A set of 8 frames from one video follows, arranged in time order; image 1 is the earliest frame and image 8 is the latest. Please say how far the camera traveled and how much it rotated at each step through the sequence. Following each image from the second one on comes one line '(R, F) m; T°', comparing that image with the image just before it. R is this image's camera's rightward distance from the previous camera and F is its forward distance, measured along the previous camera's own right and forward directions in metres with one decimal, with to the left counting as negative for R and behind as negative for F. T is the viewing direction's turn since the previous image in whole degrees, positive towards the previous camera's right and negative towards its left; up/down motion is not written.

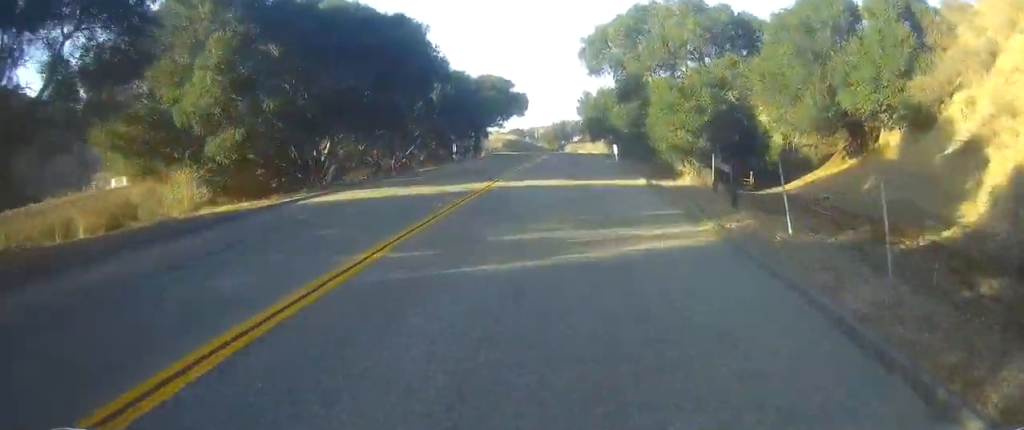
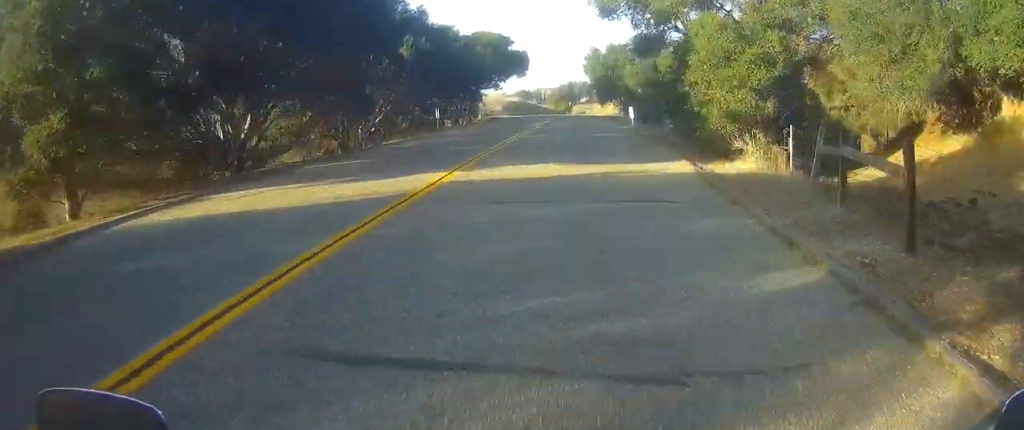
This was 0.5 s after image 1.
(0.0, +8.3) m; -1°
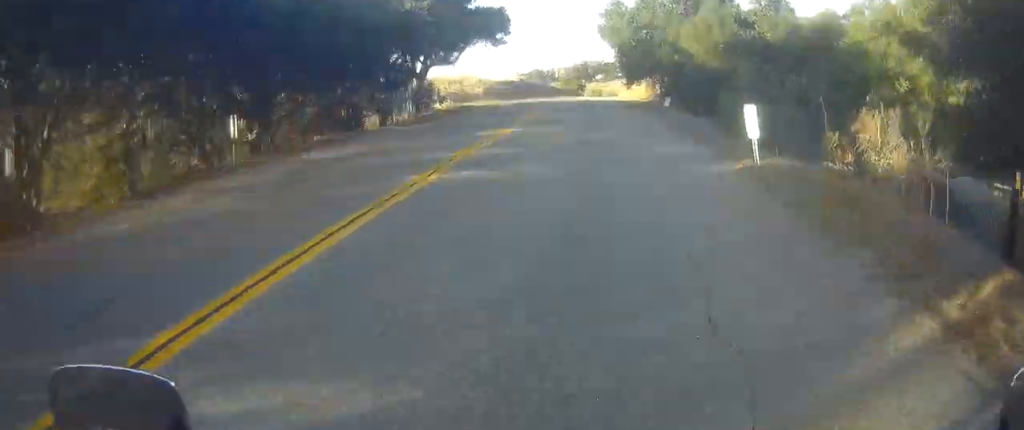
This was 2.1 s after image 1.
(-0.1, +27.6) m; 0°
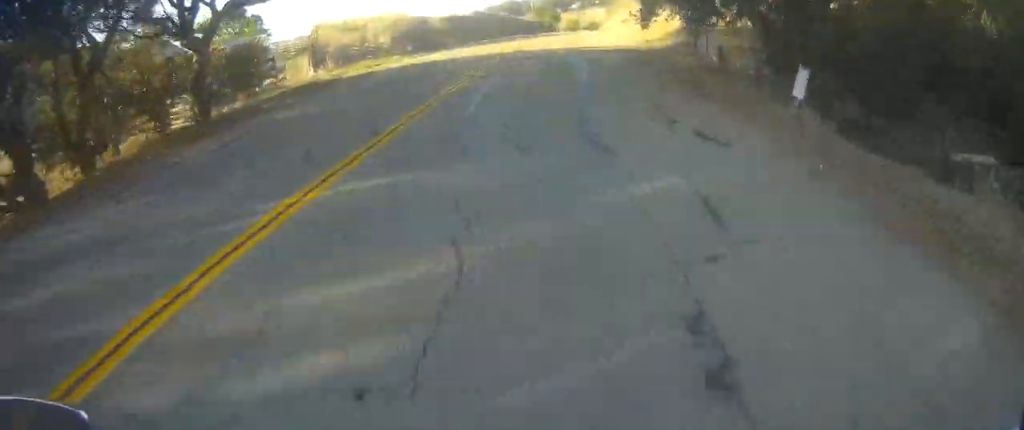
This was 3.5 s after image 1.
(-0.1, +24.7) m; -1°
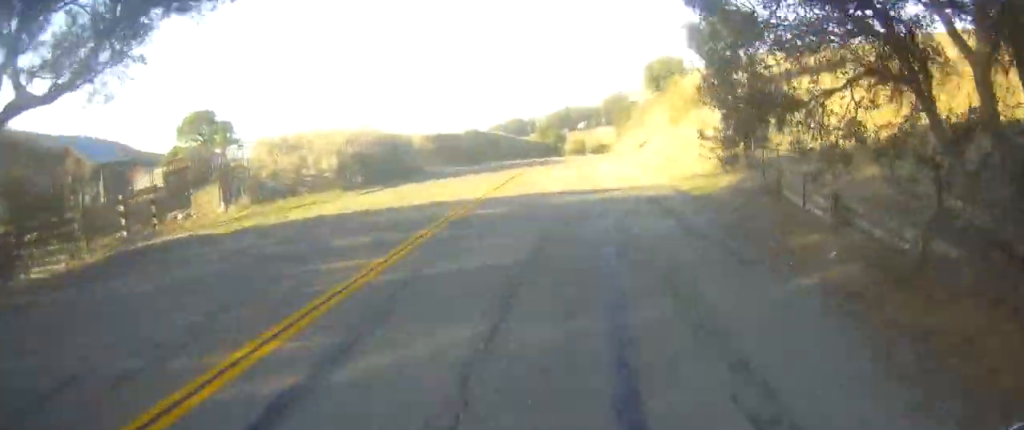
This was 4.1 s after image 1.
(0.0, +10.2) m; -1°
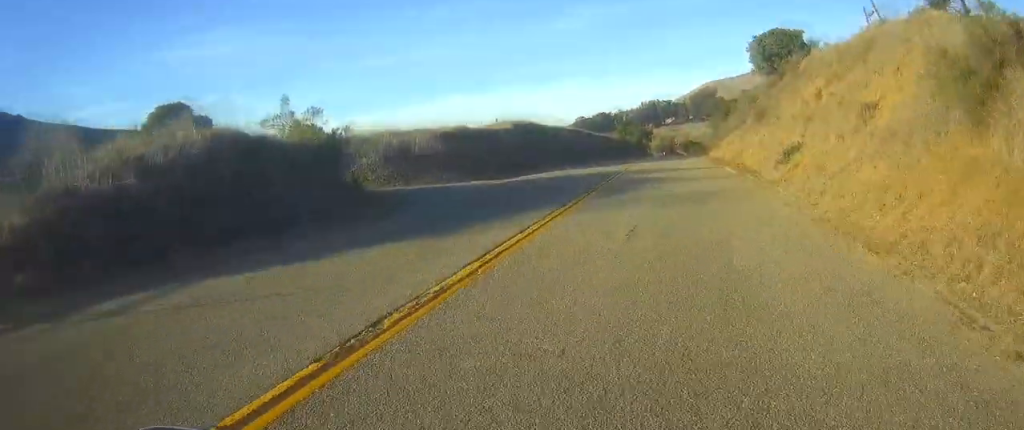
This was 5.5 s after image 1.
(-0.3, +20.8) m; 0°
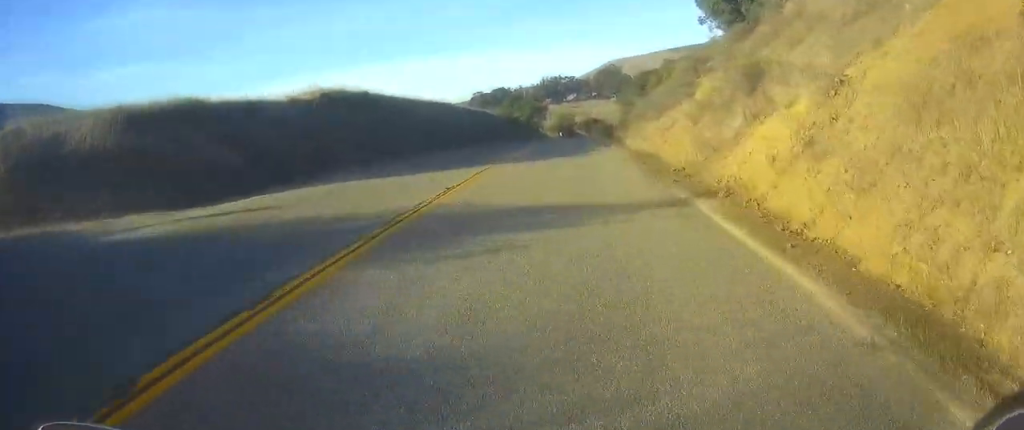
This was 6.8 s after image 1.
(+0.6, +20.3) m; +3°
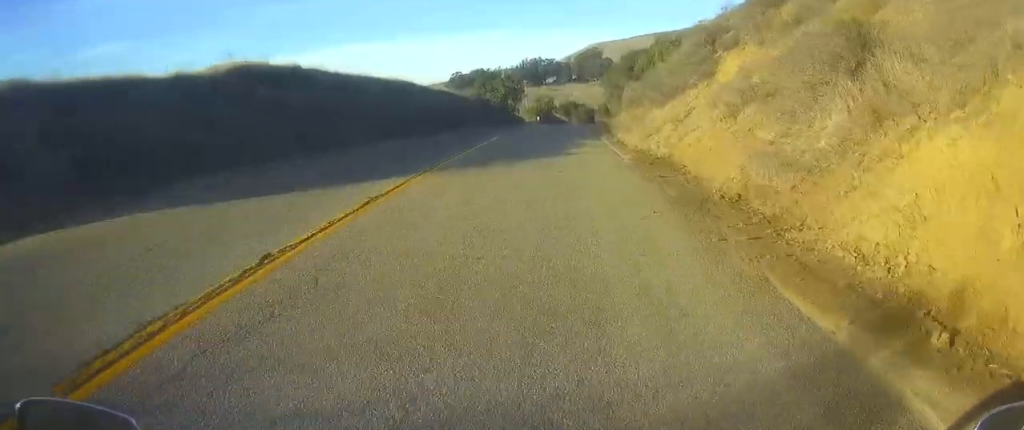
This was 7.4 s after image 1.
(+0.1, +8.5) m; 0°
